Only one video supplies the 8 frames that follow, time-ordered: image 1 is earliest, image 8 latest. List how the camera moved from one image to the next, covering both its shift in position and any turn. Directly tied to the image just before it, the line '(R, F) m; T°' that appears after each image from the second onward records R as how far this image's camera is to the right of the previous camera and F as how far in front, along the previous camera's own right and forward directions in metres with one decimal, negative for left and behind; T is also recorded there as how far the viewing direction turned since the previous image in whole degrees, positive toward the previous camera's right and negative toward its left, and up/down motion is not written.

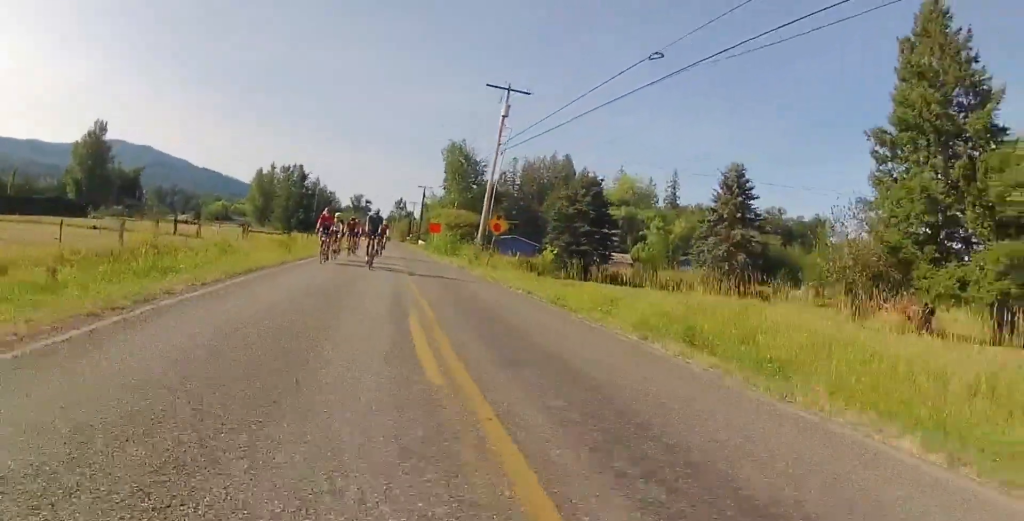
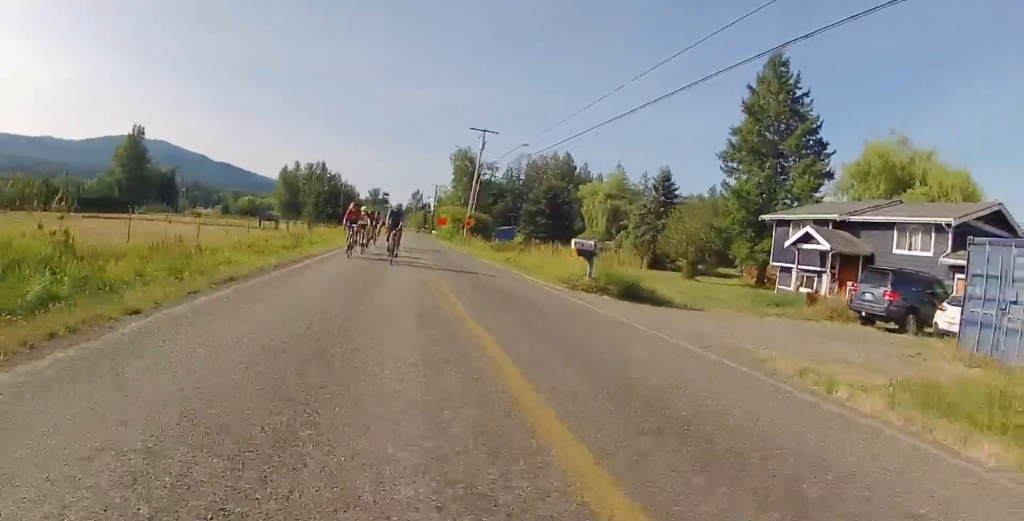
(+0.1, +18.8) m; +2°
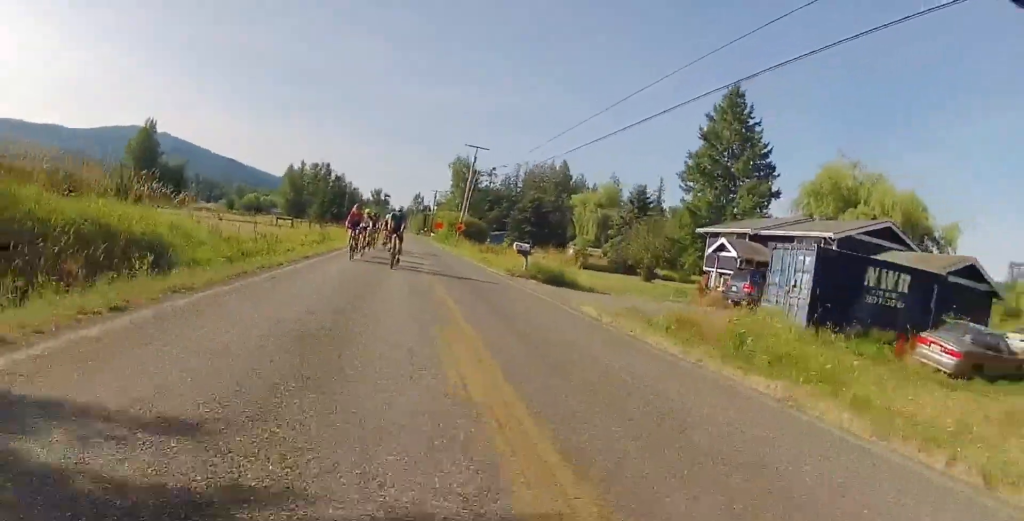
(+0.3, +7.8) m; 0°
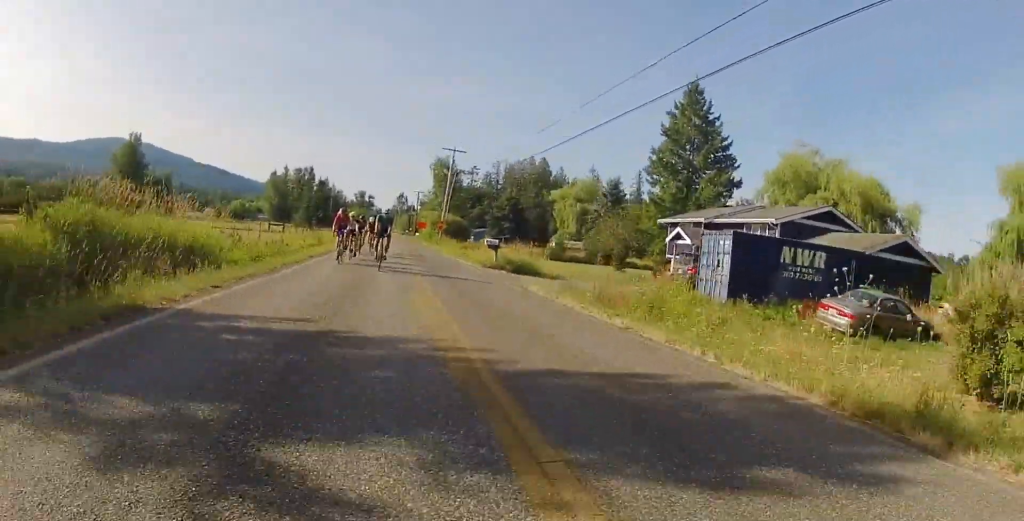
(-0.1, +3.7) m; -1°
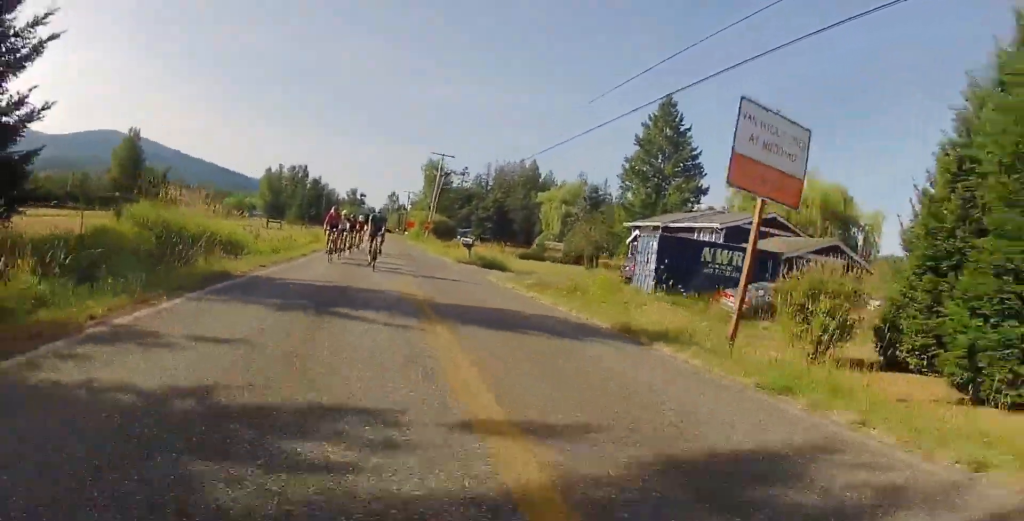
(-0.1, +4.7) m; -1°
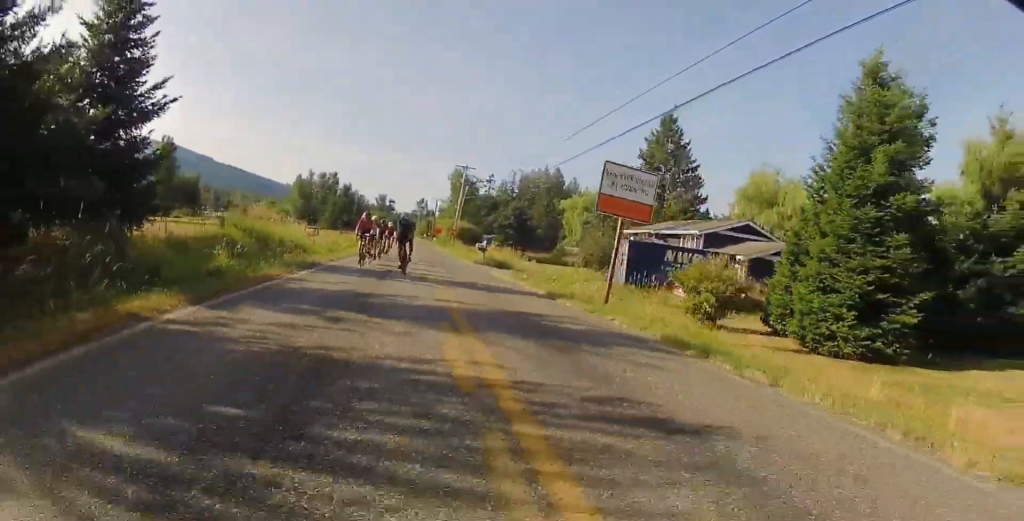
(0.0, +6.8) m; 0°
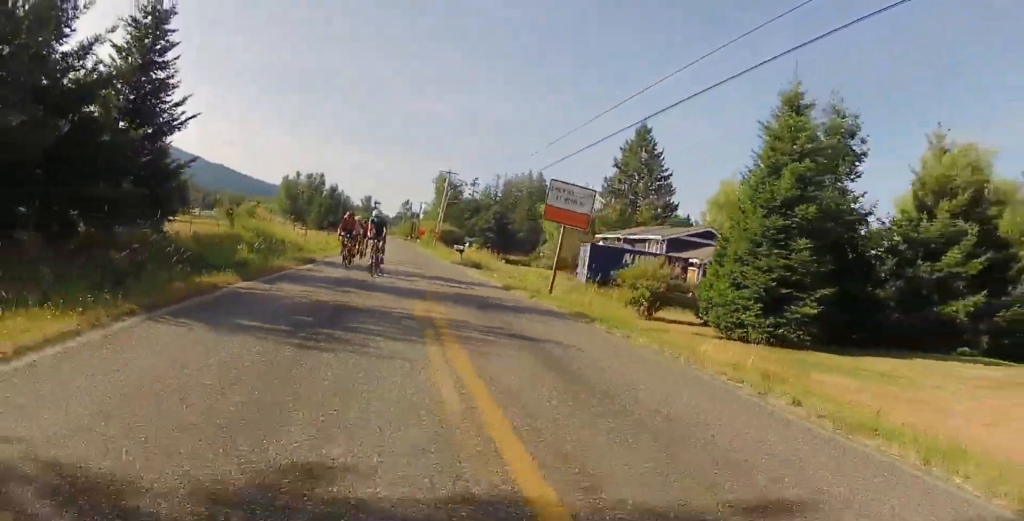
(0.0, +3.6) m; 0°
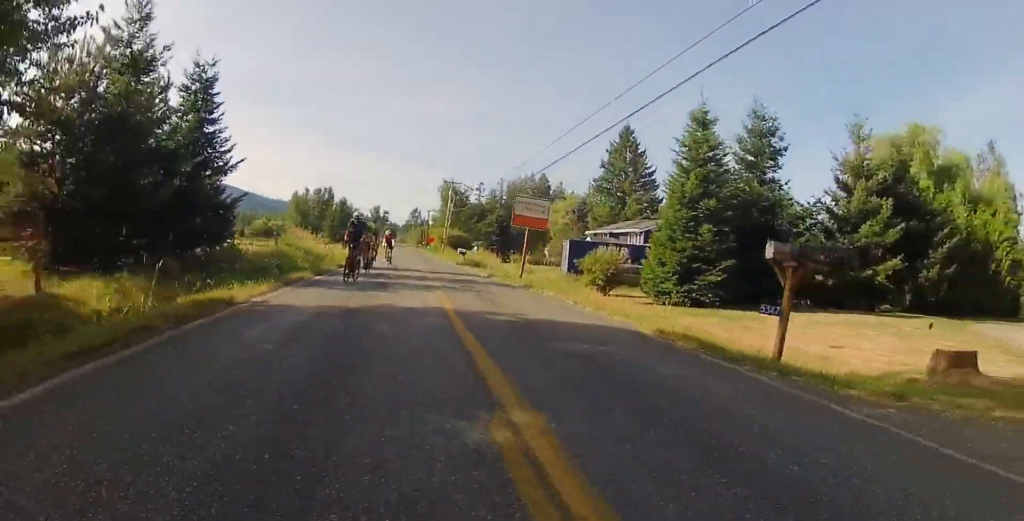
(0.0, +7.2) m; +1°
